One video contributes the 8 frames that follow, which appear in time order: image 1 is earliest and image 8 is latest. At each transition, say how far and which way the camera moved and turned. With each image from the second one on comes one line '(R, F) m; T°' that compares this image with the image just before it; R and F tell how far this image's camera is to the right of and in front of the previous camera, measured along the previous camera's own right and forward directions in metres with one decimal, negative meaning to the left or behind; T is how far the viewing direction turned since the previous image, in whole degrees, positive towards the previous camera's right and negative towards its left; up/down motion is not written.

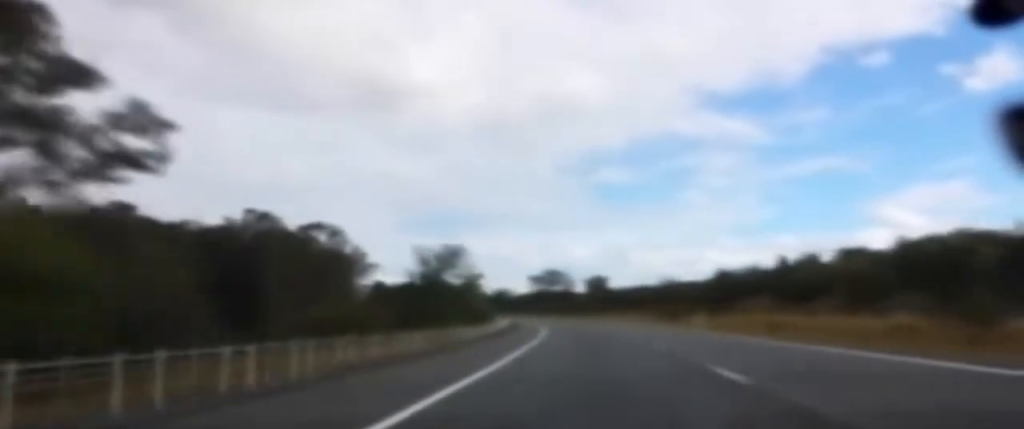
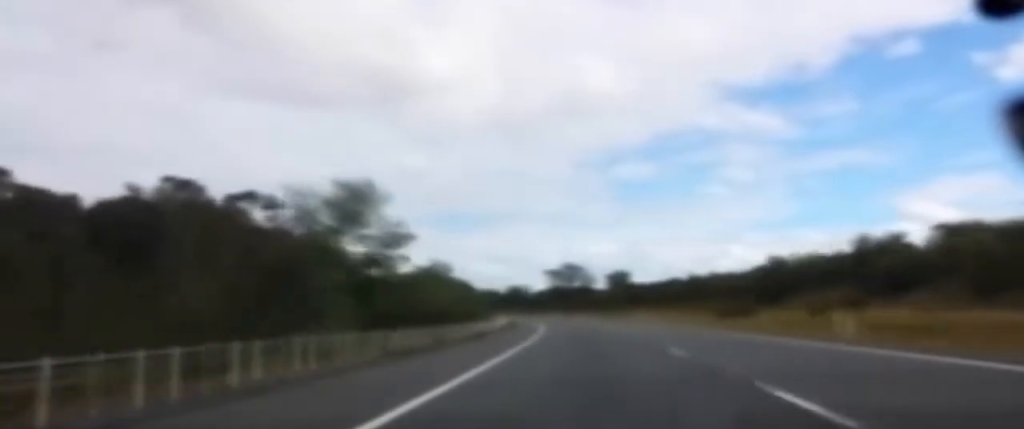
(0.0, +29.3) m; -1°
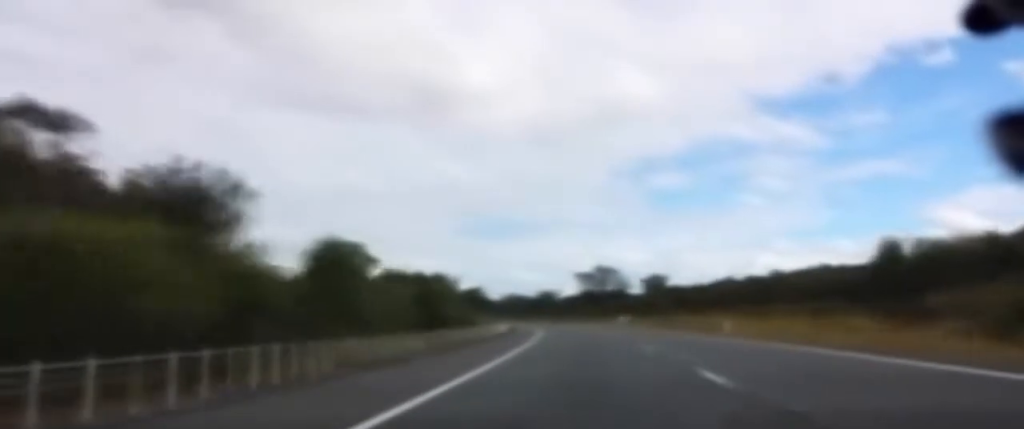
(-1.7, +44.4) m; -4°
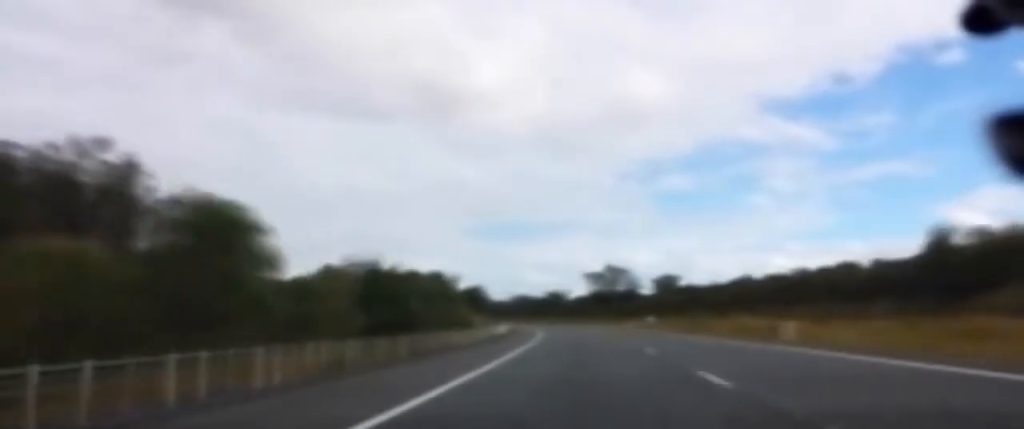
(-0.1, +12.1) m; -1°
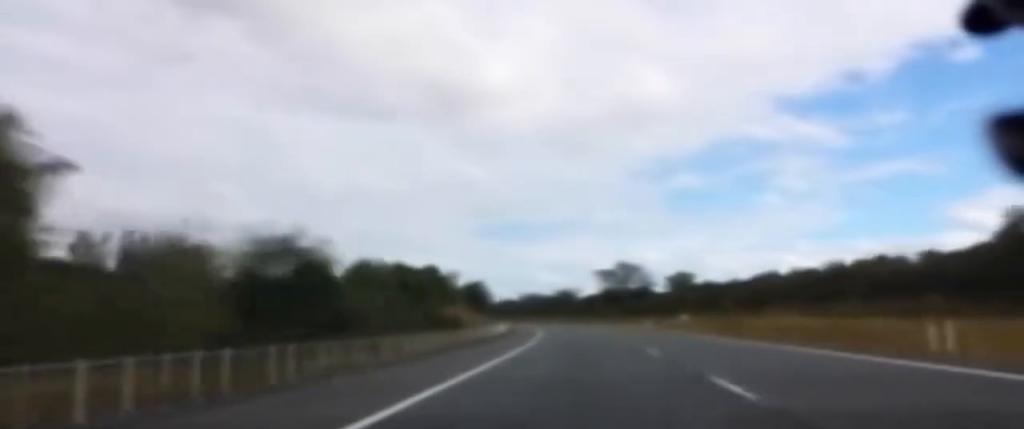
(-0.1, +14.1) m; 0°
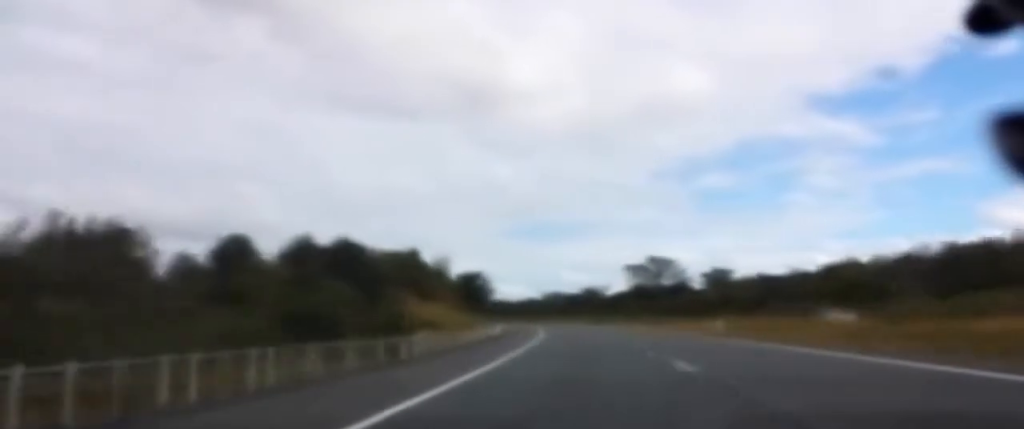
(-0.2, +31.4) m; -1°
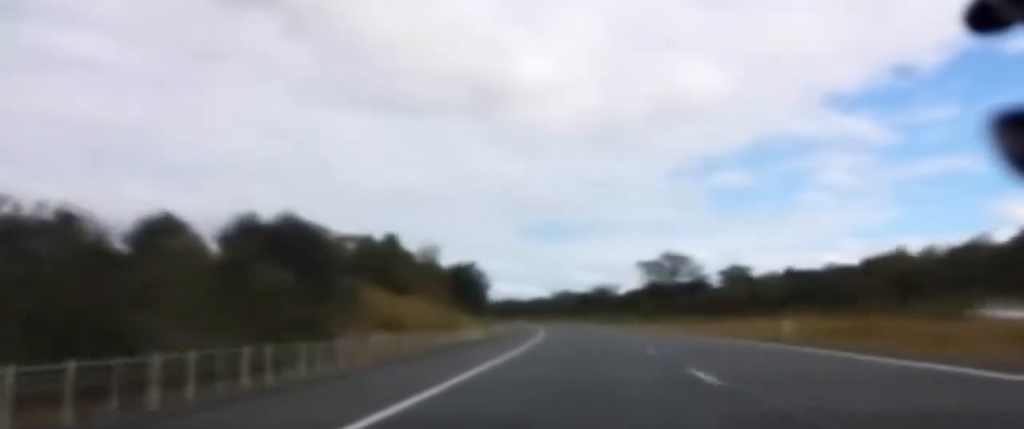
(-0.1, +15.2) m; 0°
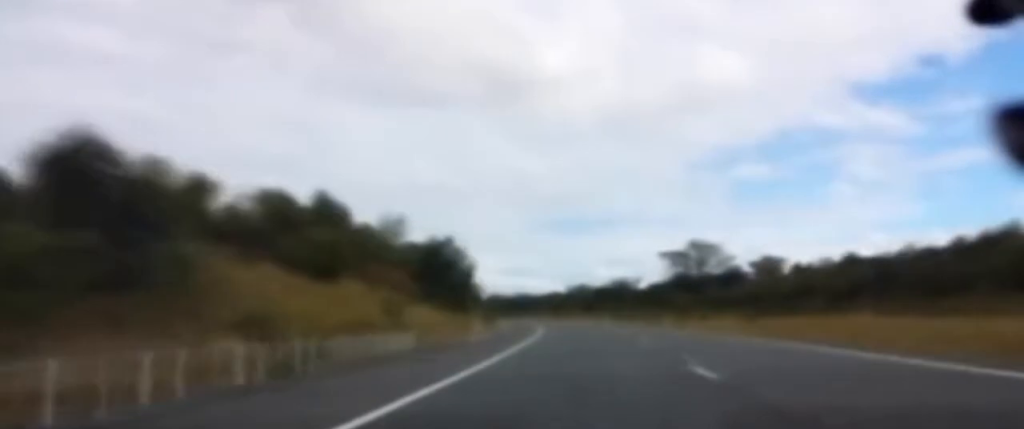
(0.0, +24.3) m; -1°
